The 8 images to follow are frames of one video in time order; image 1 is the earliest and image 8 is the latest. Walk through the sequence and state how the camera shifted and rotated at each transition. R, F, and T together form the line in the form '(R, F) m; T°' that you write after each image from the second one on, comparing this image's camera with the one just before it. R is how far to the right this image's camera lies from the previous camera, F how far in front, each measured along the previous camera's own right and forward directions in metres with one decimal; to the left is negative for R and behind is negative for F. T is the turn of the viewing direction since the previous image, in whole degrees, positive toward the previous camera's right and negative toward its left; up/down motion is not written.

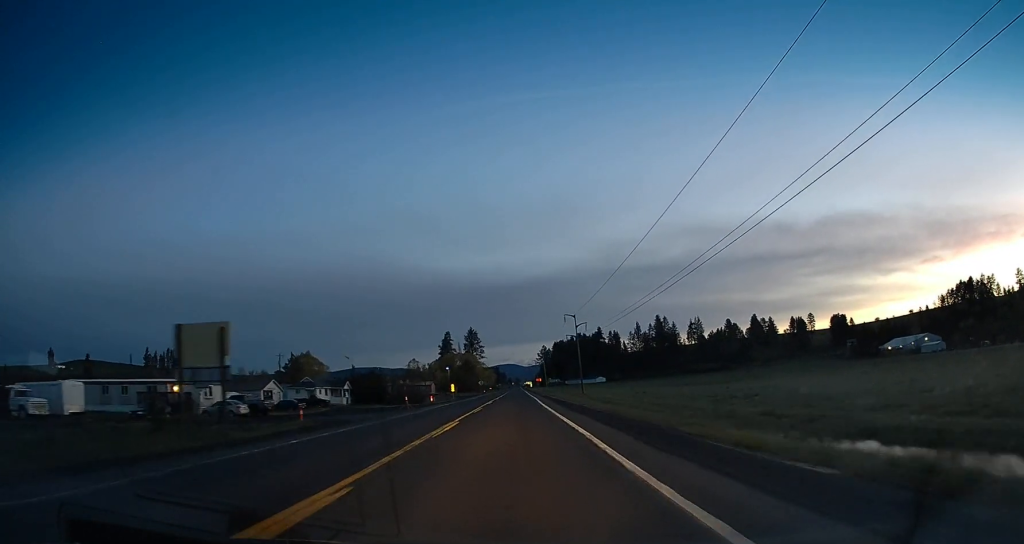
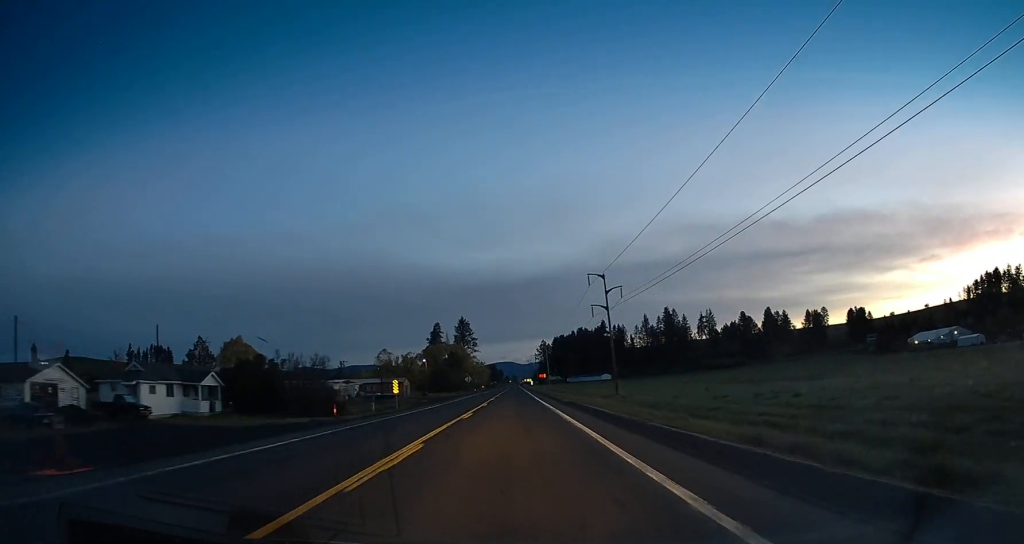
(-0.4, +38.0) m; 0°
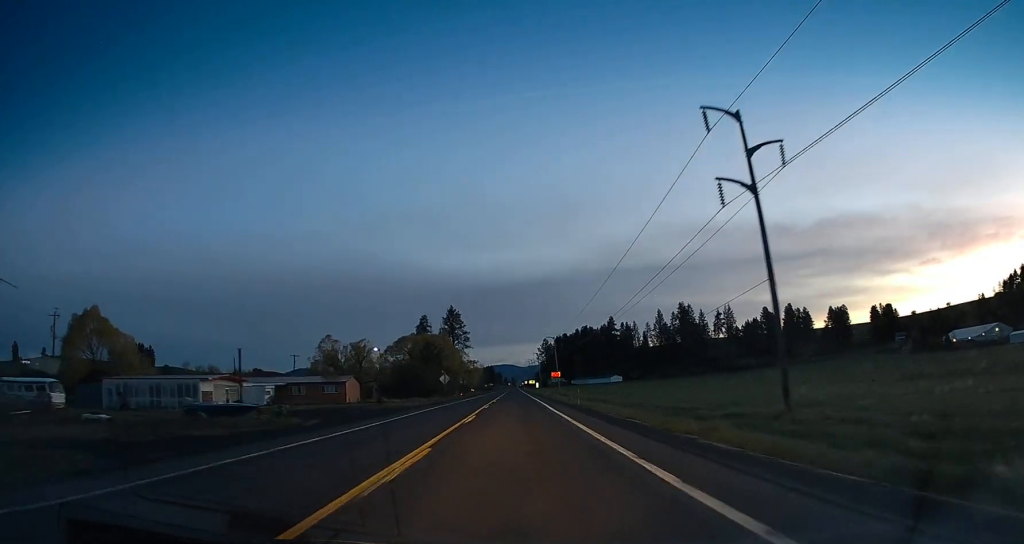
(+0.5, +46.3) m; 0°
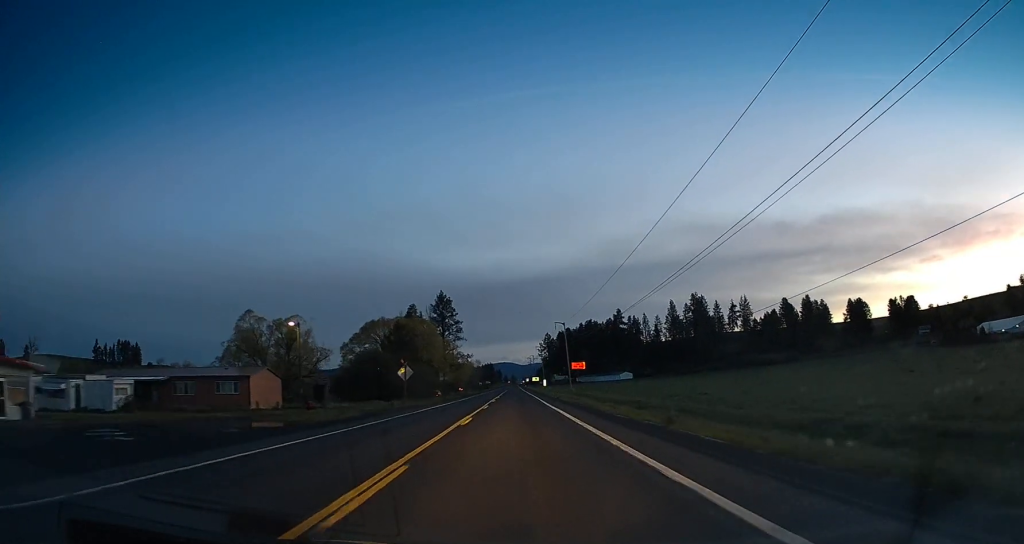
(+0.1, +32.8) m; +1°
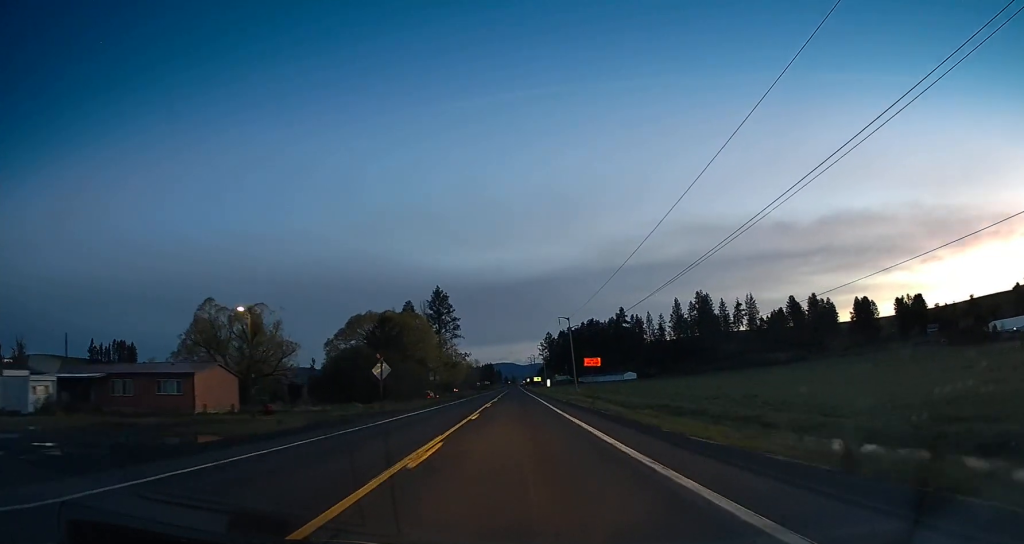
(0.0, +10.5) m; 0°
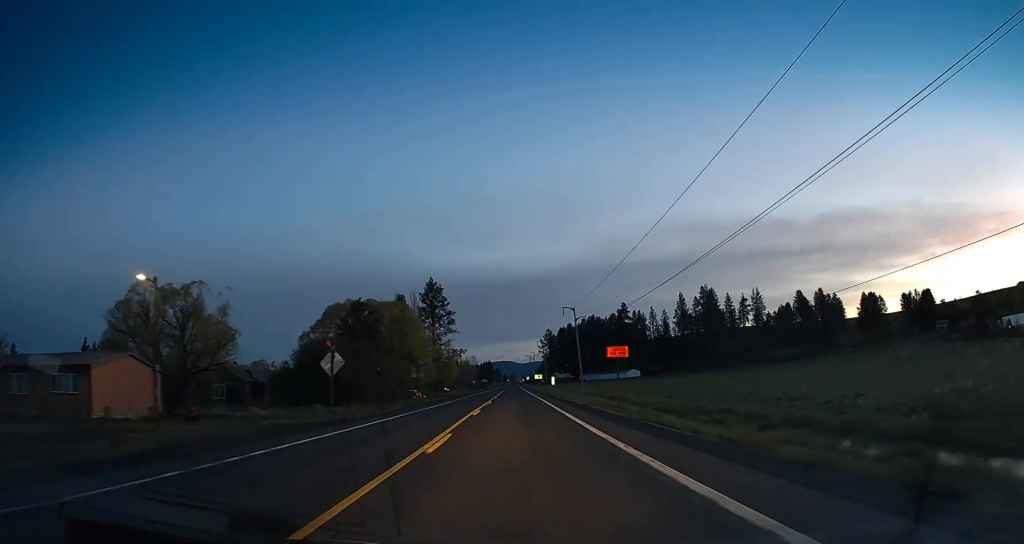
(0.0, +12.8) m; 0°
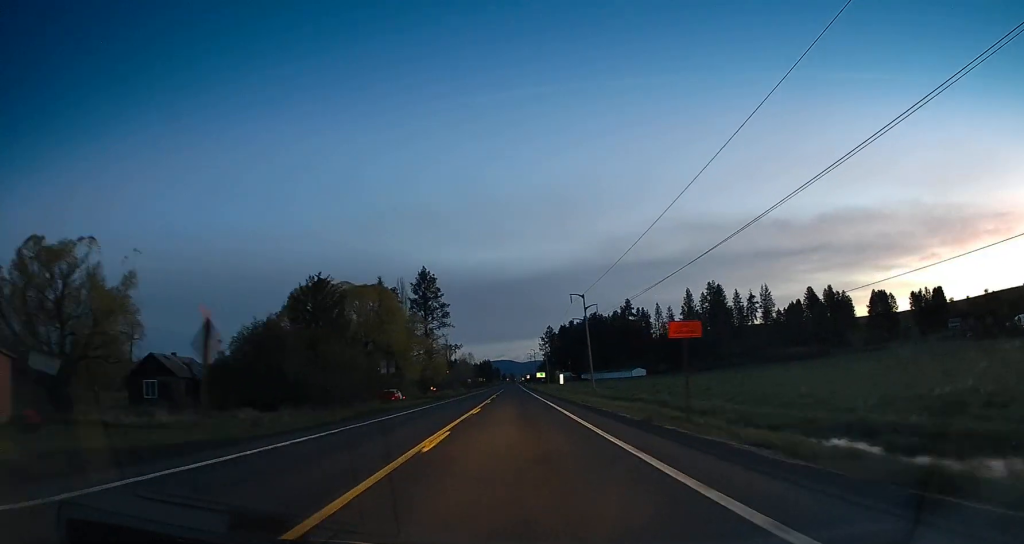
(0.0, +15.2) m; 0°
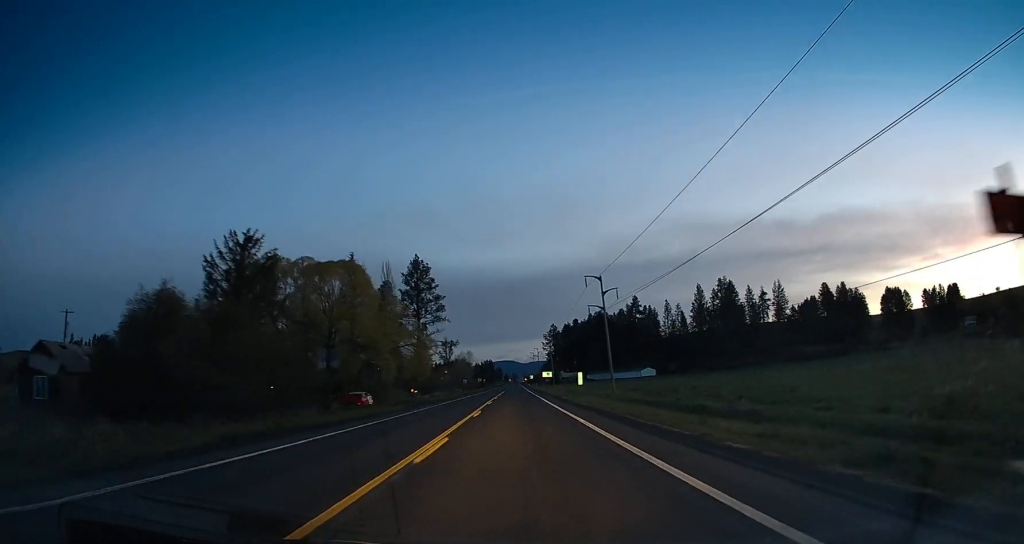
(0.0, +16.7) m; 0°
